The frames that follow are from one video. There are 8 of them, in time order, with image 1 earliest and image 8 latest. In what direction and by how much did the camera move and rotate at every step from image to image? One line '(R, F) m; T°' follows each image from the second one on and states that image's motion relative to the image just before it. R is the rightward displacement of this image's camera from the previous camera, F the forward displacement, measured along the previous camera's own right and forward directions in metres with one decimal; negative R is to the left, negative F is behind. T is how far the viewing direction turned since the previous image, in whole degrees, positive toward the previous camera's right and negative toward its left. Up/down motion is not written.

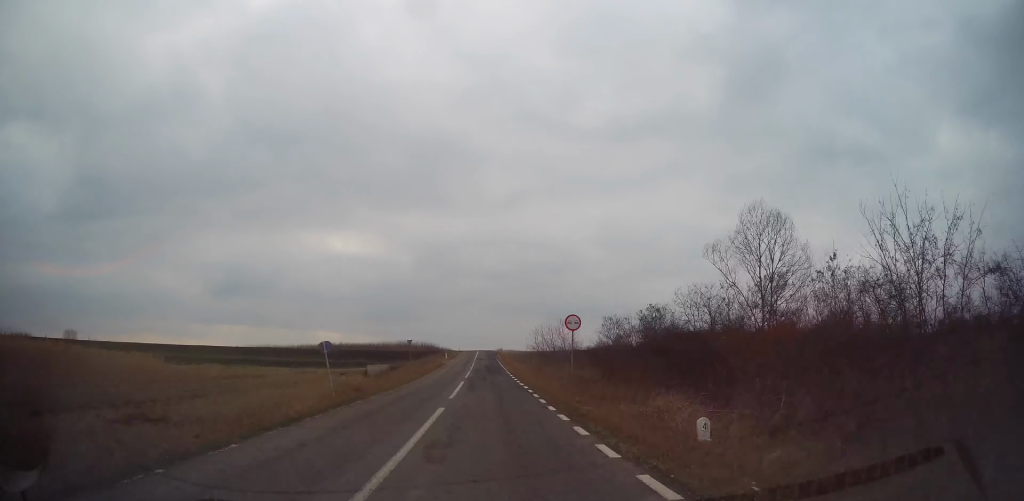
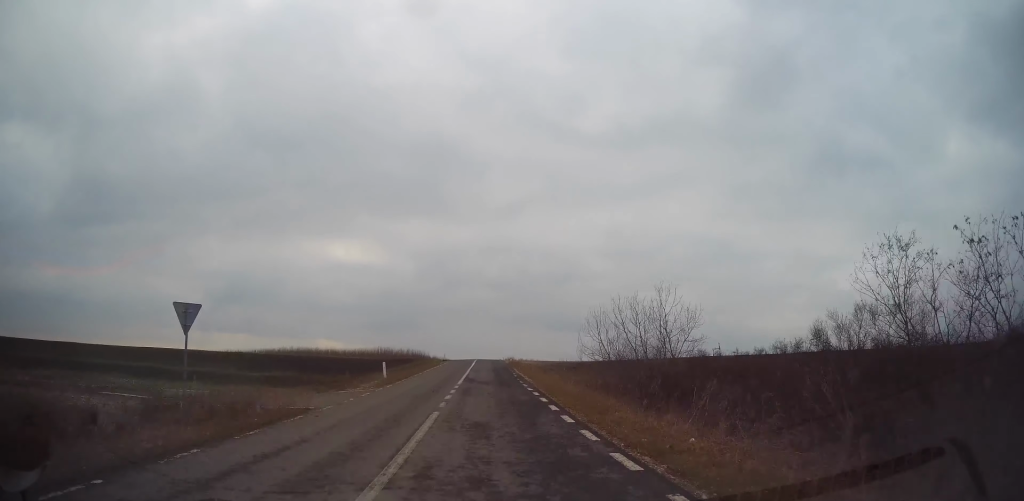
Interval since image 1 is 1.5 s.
(-0.7, +39.8) m; -1°
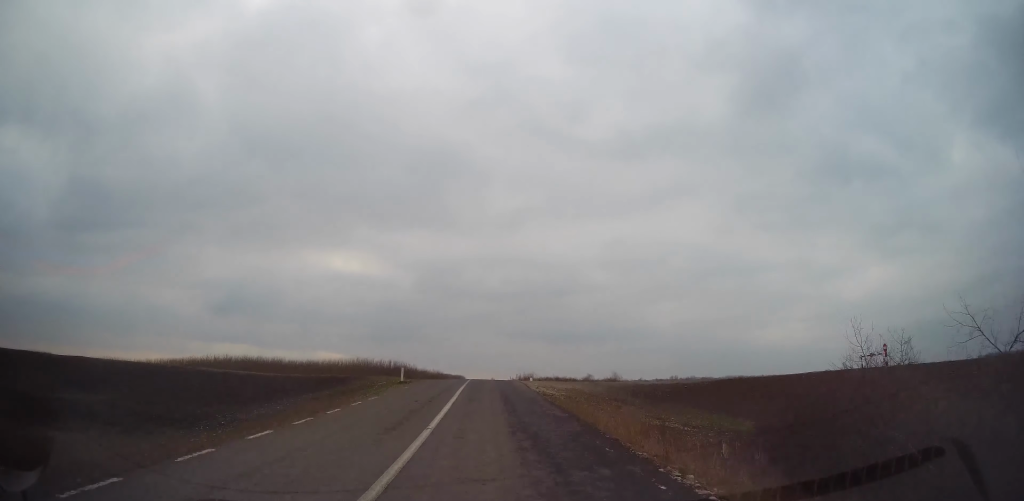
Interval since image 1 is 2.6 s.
(-0.1, +30.6) m; 0°
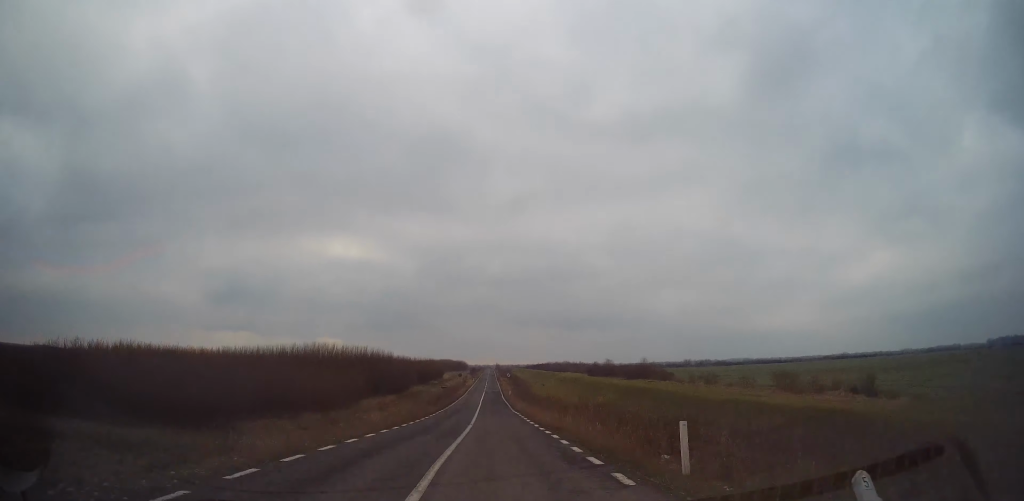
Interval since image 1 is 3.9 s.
(-0.1, +36.0) m; 0°
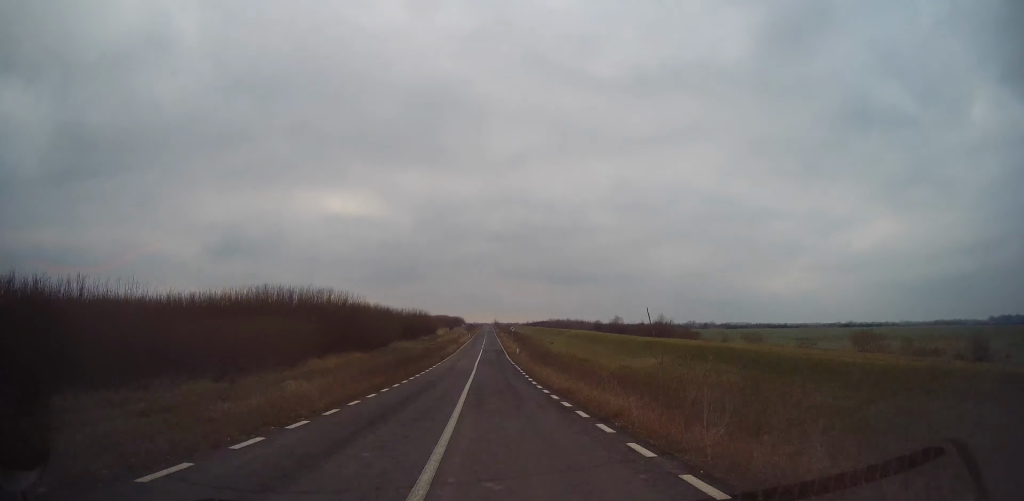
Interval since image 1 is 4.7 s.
(-0.2, +20.9) m; +1°
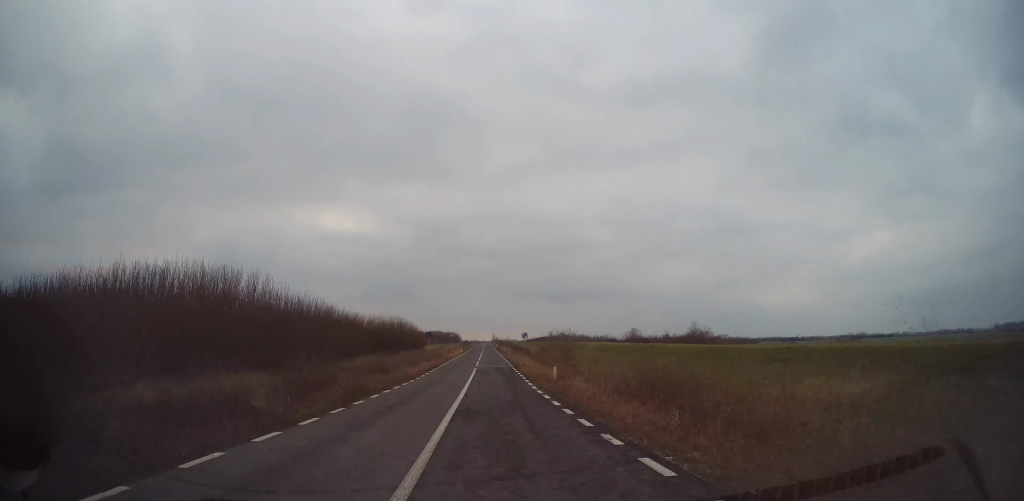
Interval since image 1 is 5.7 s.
(+0.5, +27.4) m; +1°
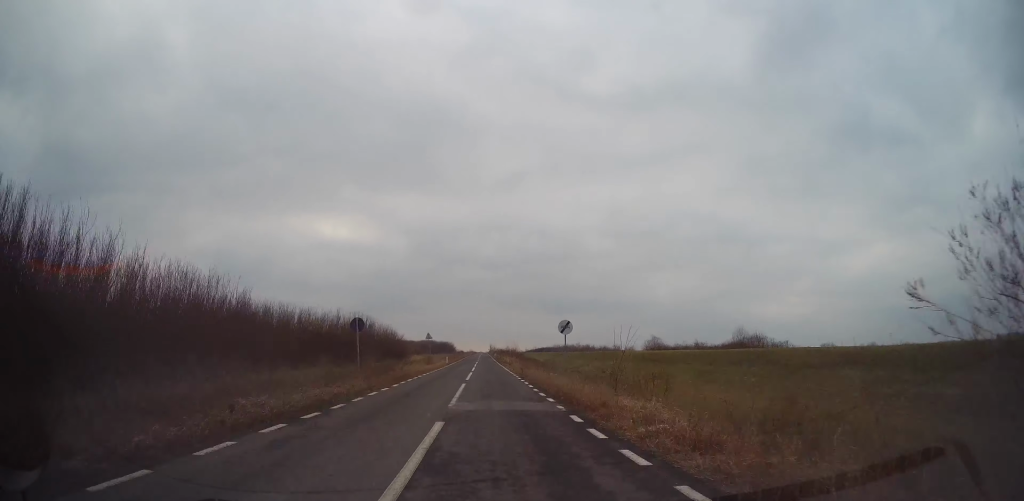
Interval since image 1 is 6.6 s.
(-0.2, +25.4) m; 0°
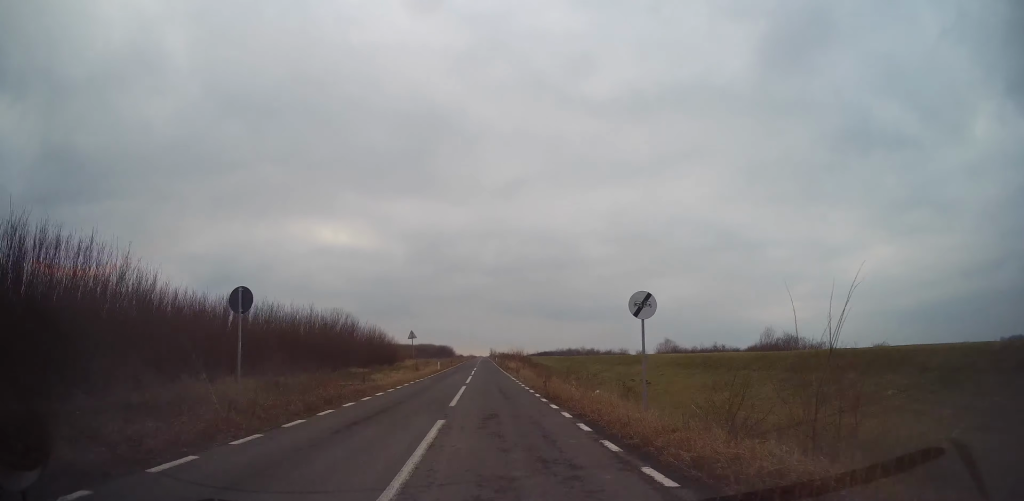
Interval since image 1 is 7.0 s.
(0.0, +10.9) m; 0°
